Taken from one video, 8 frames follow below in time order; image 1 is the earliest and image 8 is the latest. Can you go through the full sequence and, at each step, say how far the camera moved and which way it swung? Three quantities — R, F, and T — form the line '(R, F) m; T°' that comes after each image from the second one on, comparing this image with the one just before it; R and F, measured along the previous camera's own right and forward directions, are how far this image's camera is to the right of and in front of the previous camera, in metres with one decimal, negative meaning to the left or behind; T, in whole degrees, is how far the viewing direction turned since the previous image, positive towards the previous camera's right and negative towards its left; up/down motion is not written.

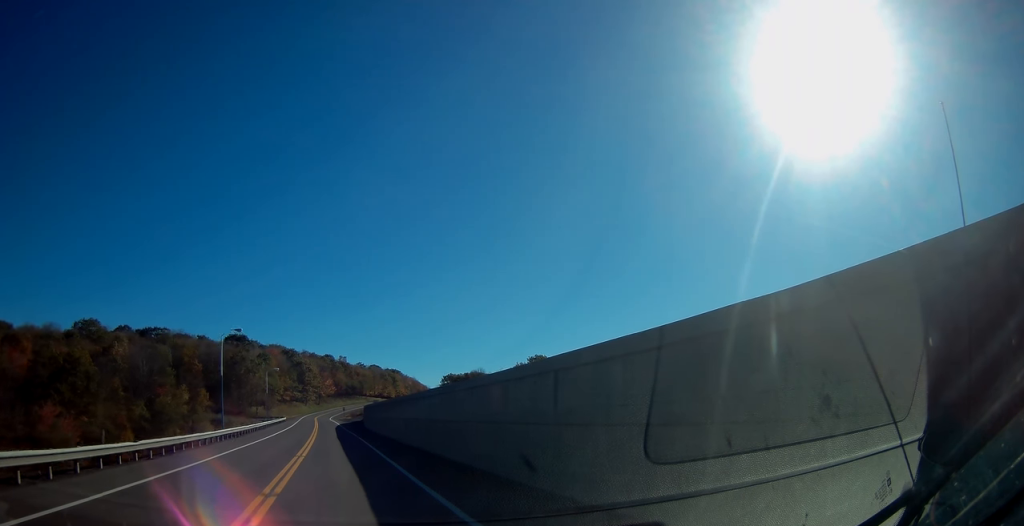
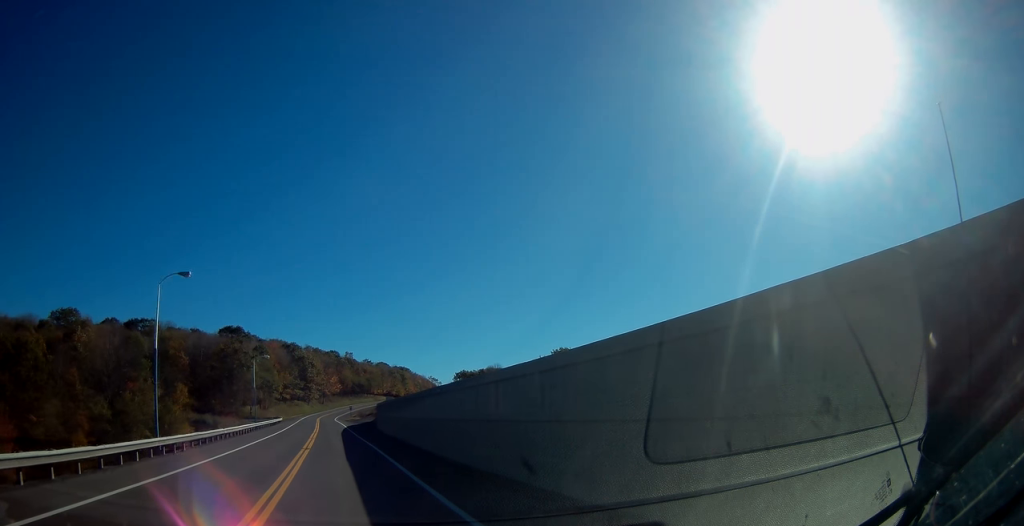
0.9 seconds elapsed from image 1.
(-0.2, +19.2) m; -1°
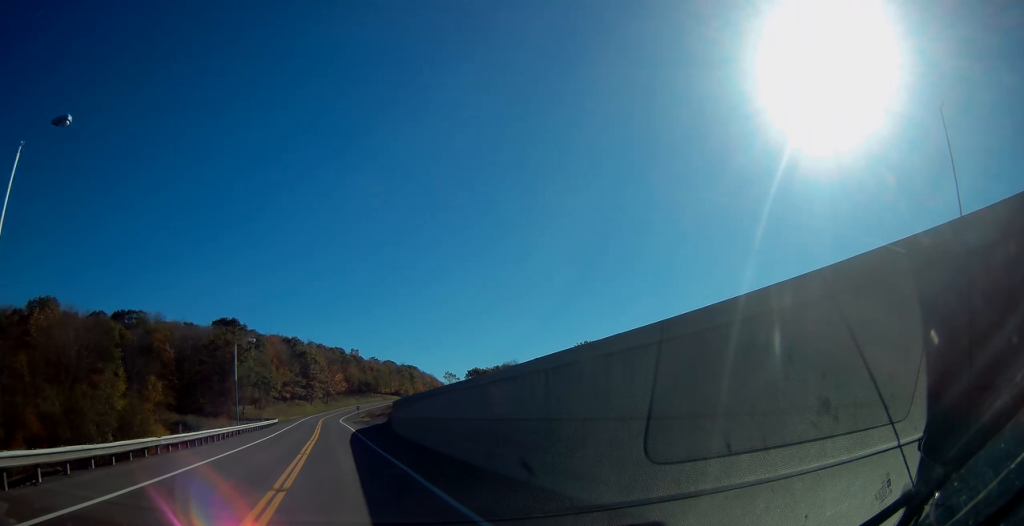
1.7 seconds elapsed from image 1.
(-0.1, +16.2) m; -1°
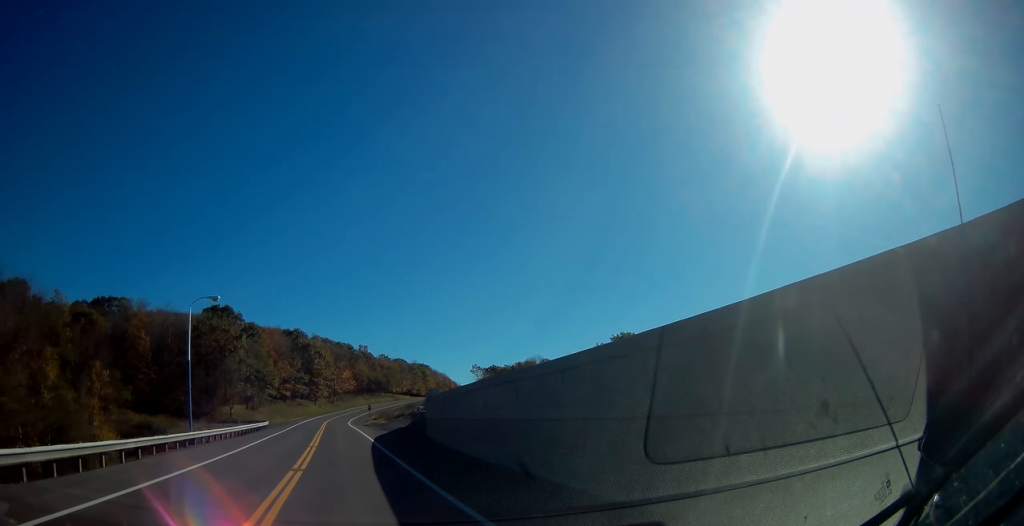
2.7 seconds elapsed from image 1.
(-0.2, +19.9) m; 0°
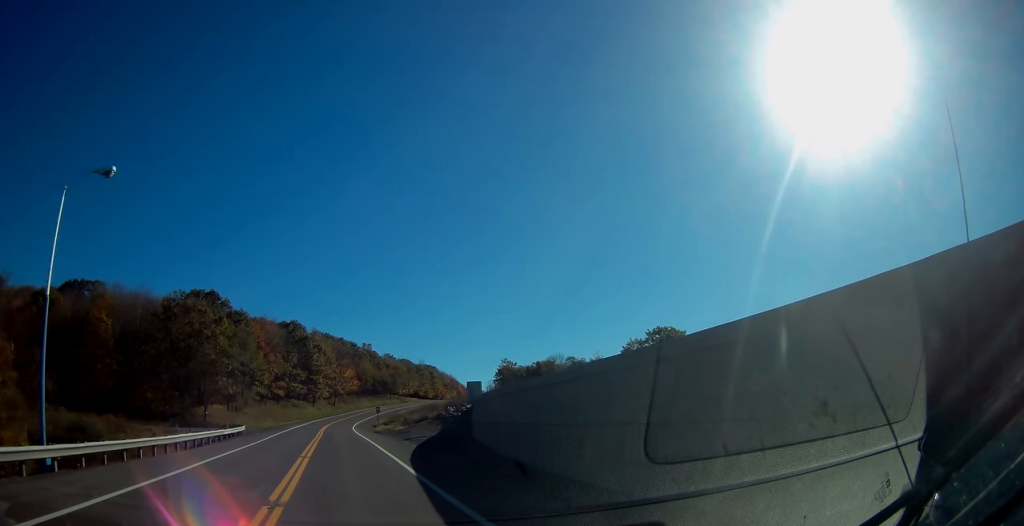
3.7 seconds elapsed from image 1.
(0.0, +18.9) m; 0°
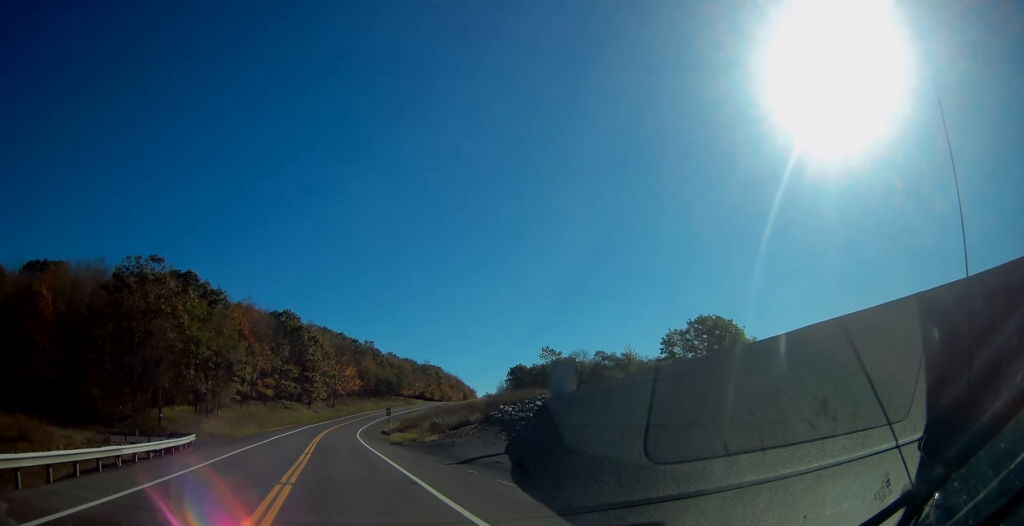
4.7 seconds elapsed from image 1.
(+0.1, +19.3) m; 0°
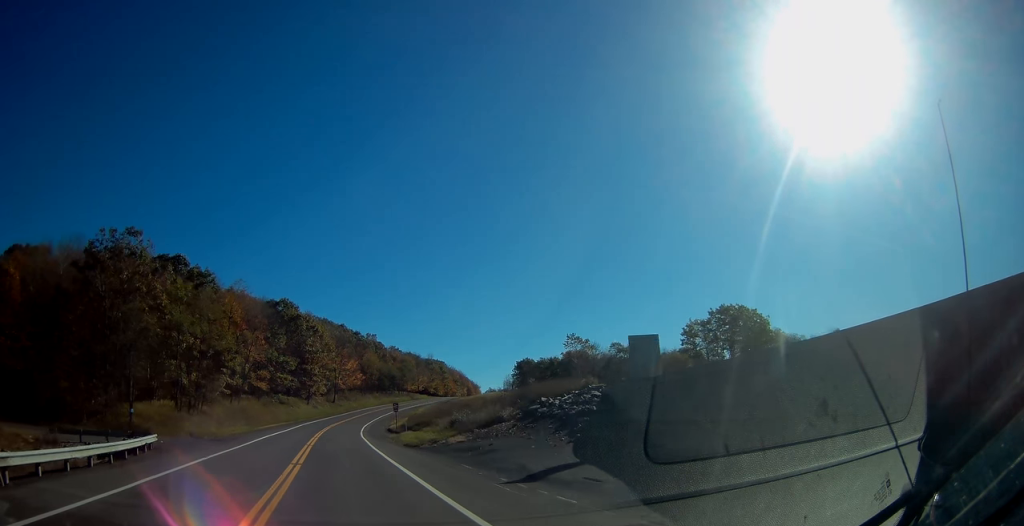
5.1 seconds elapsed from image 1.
(0.0, +8.3) m; 0°
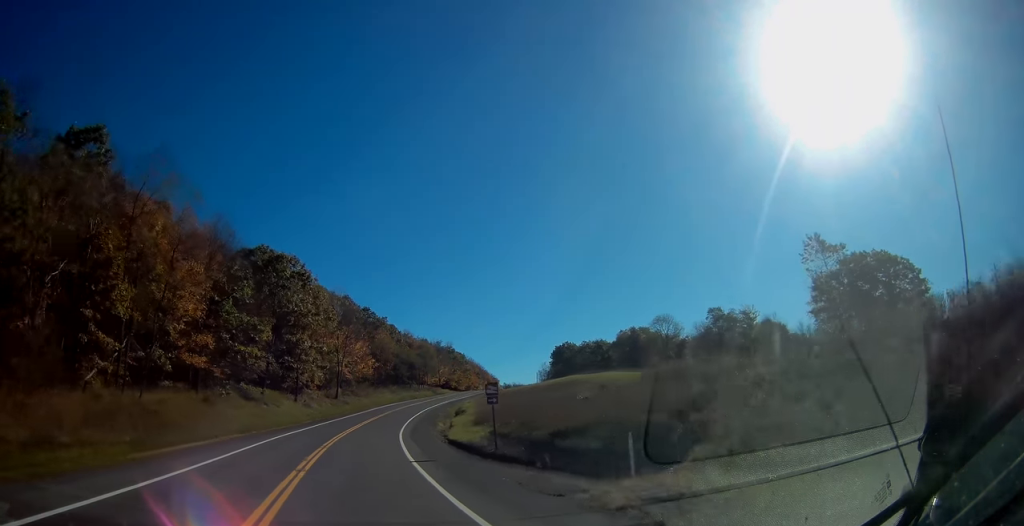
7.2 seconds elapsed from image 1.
(+0.2, +38.5) m; +1°
